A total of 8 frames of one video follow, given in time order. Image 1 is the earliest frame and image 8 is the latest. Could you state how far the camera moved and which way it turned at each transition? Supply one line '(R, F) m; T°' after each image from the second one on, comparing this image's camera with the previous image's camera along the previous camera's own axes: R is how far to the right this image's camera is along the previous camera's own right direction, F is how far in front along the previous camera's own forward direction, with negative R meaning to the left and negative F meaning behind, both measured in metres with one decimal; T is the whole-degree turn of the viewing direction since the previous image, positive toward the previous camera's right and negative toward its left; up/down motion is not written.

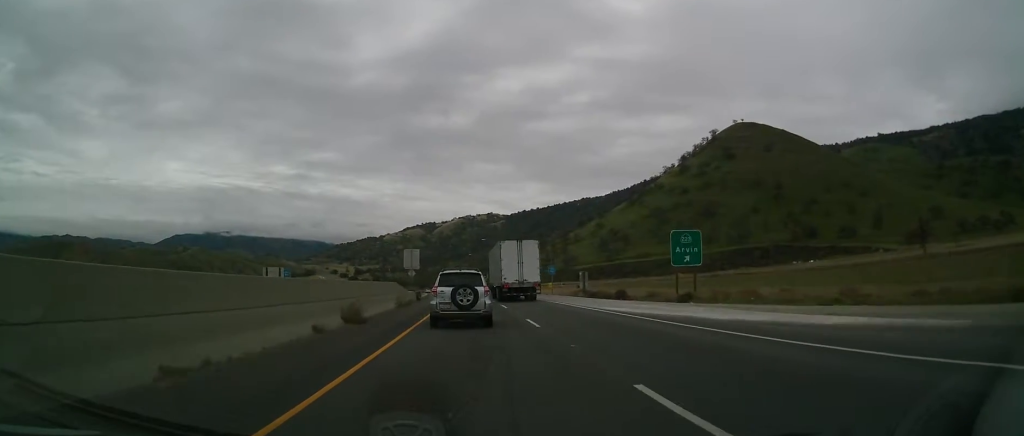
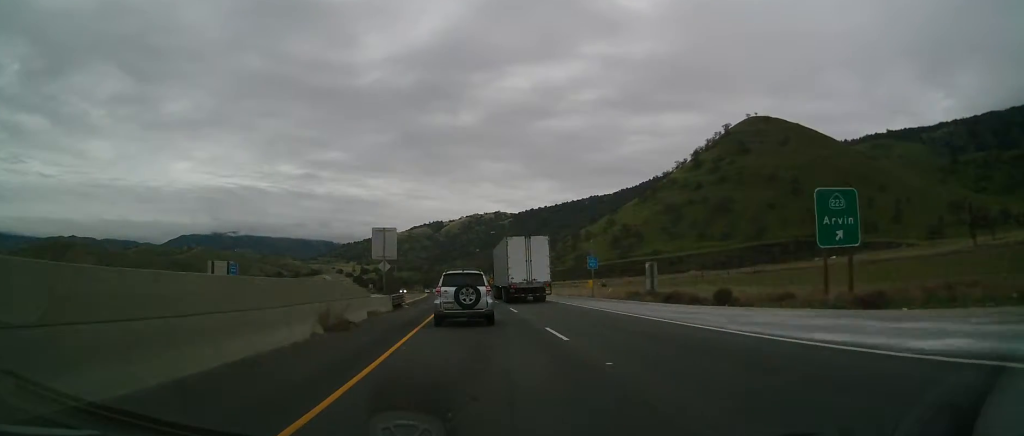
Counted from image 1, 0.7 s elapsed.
(+0.1, +19.1) m; 0°
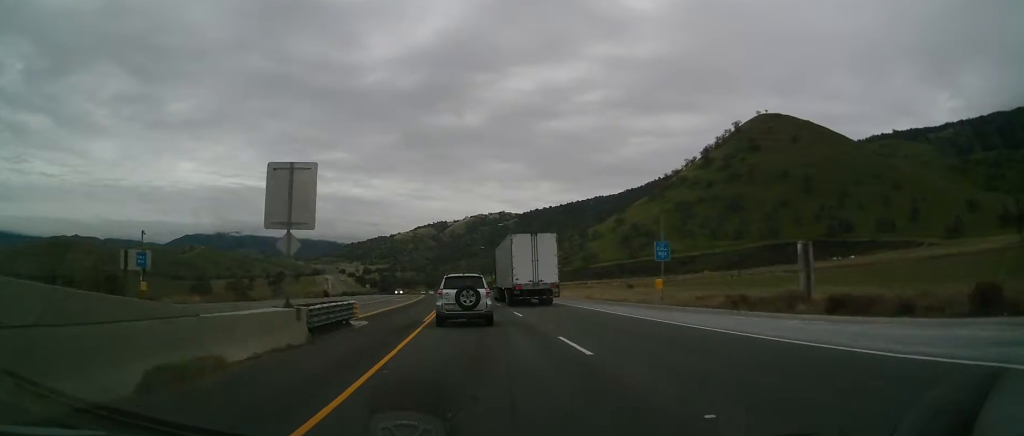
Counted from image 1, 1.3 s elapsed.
(0.0, +17.1) m; -1°
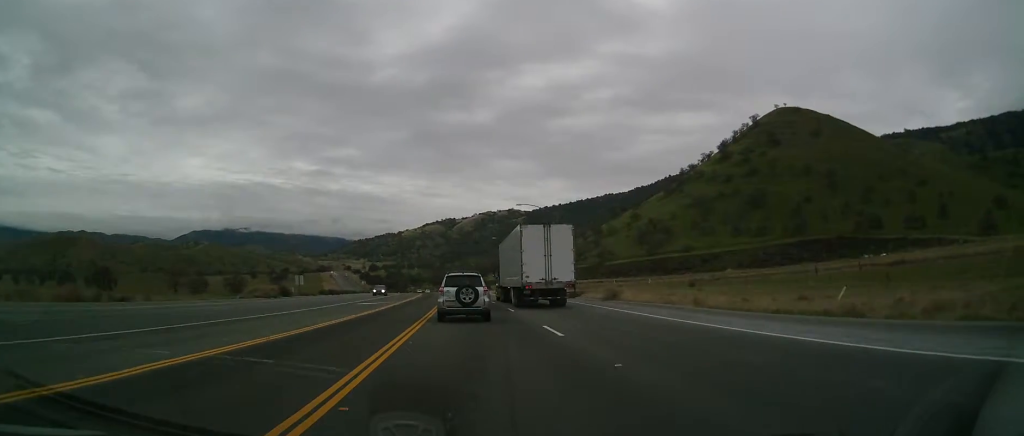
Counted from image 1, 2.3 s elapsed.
(-0.2, +25.1) m; -1°
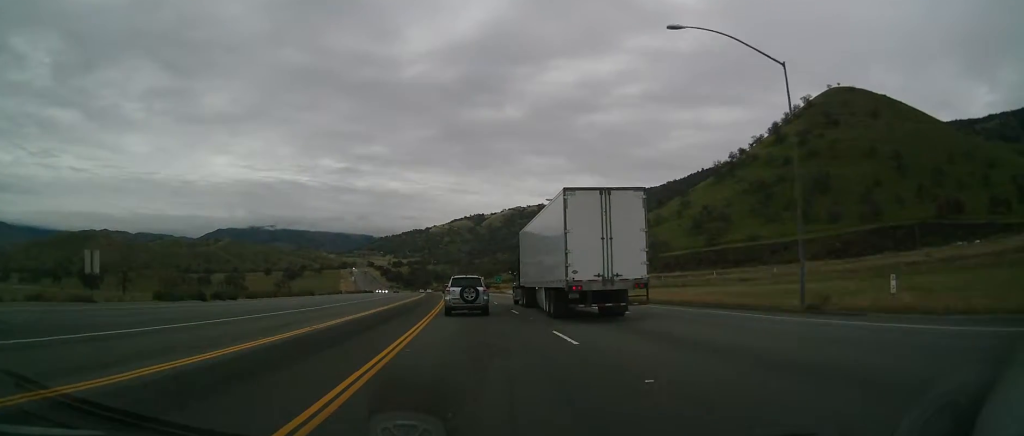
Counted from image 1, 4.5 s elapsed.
(-1.7, +59.8) m; -3°
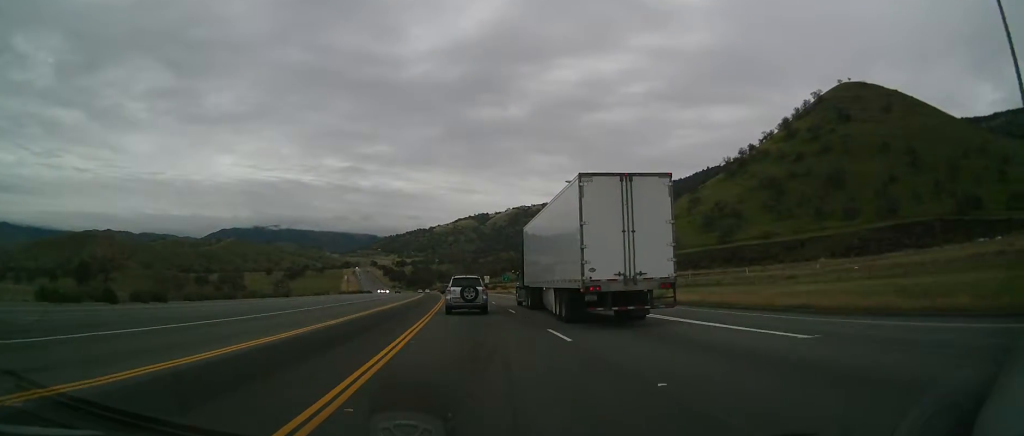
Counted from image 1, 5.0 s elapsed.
(-0.1, +13.7) m; 0°
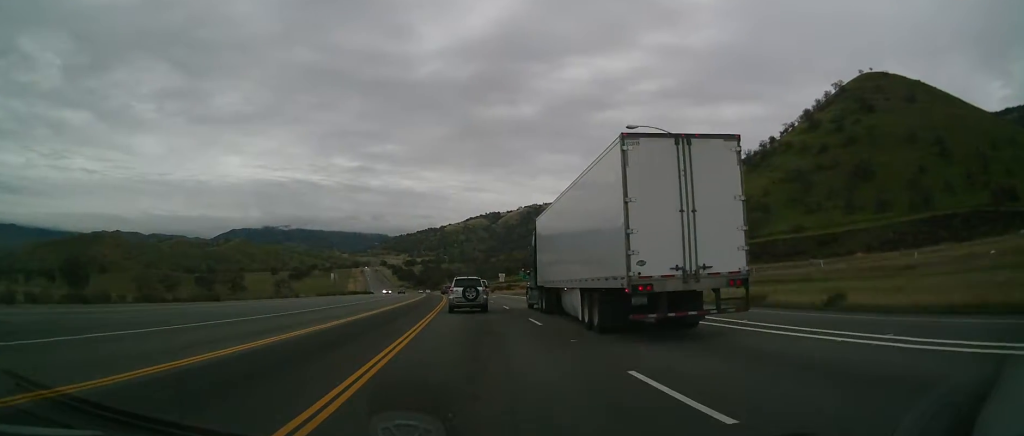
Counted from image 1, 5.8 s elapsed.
(0.0, +23.0) m; 0°
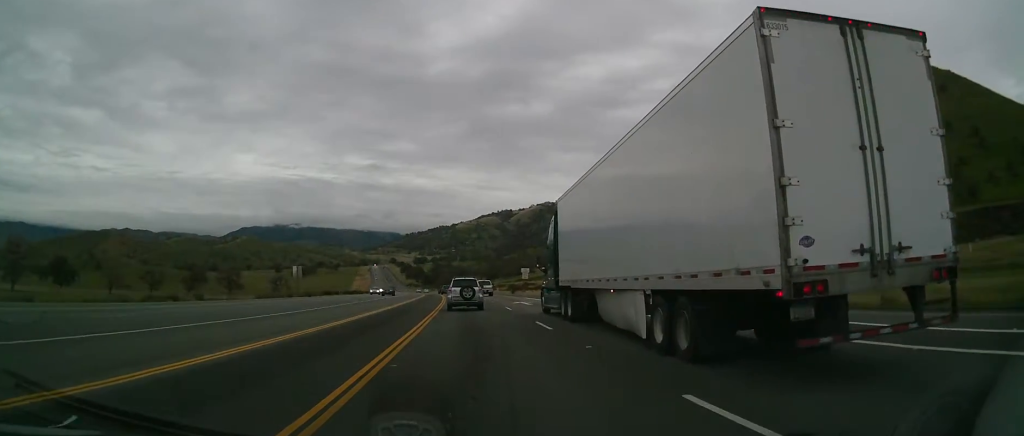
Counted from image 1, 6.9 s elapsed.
(-0.3, +30.9) m; -1°
